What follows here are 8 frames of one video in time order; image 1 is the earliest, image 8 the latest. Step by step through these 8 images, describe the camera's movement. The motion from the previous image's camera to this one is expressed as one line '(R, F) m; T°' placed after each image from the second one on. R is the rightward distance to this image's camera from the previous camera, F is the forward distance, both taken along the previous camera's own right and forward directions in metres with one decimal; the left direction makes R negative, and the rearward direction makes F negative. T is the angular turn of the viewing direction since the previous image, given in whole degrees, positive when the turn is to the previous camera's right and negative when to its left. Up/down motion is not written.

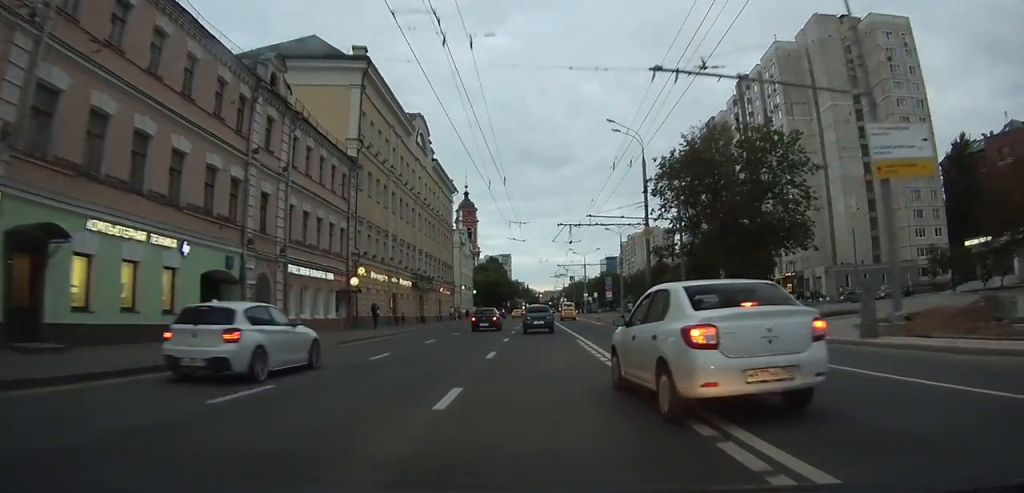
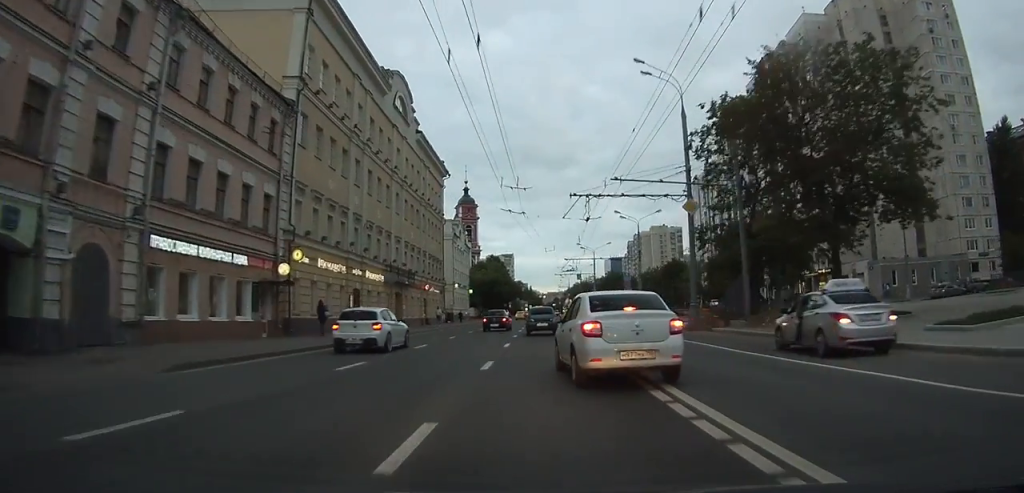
(0.0, +11.3) m; 0°
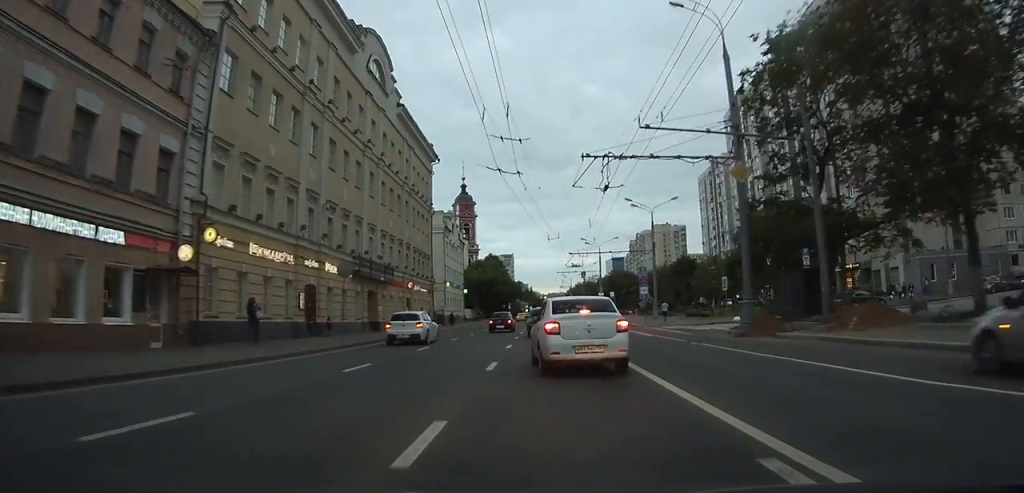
(0.0, +8.0) m; +1°
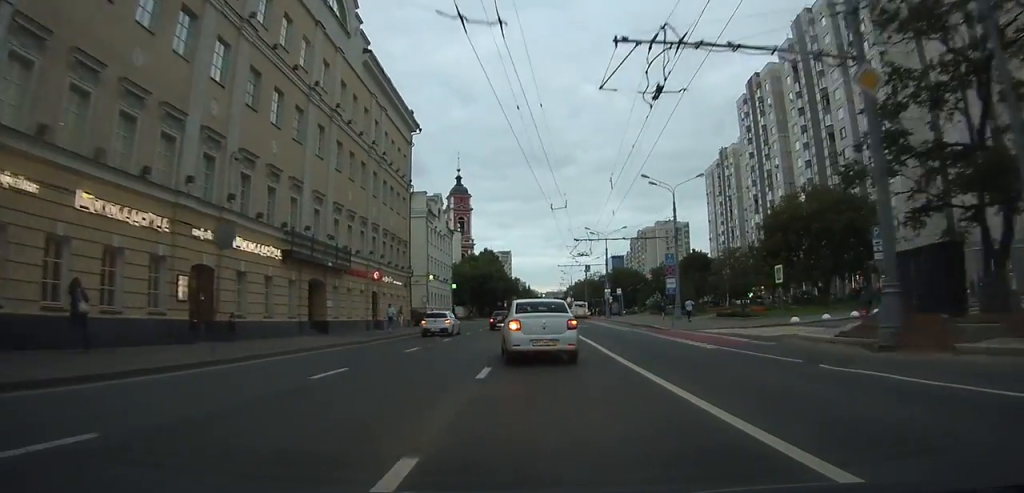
(+0.1, +10.1) m; +1°
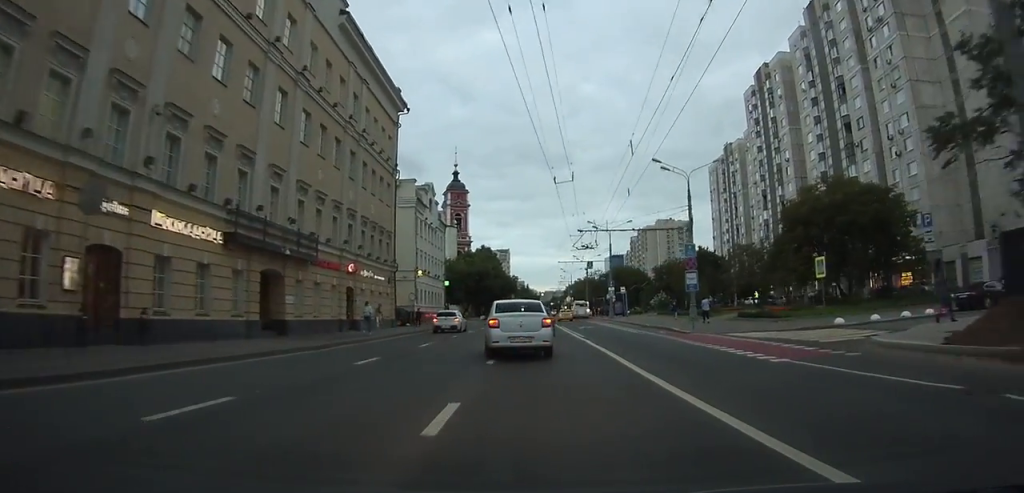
(0.0, +5.1) m; 0°
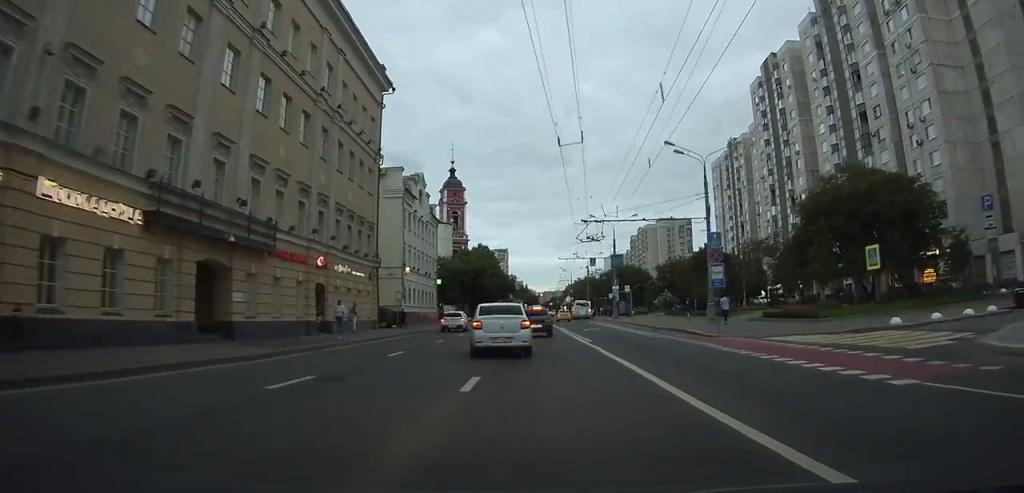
(0.0, +4.8) m; 0°
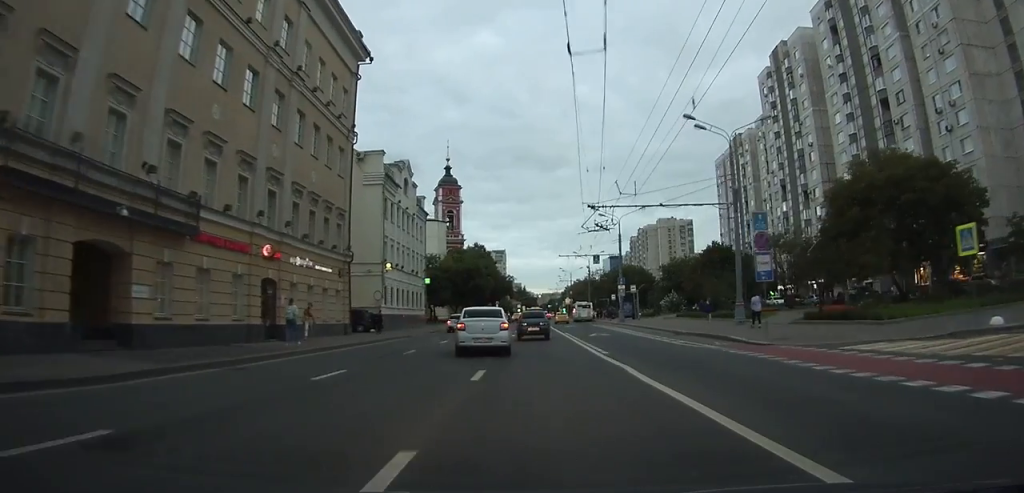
(0.0, +5.8) m; 0°
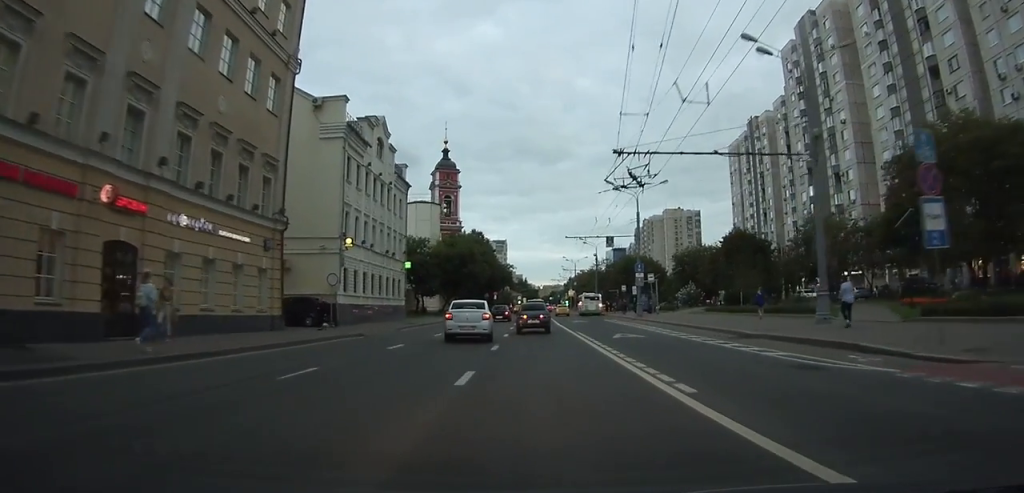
(0.0, +9.4) m; -1°
